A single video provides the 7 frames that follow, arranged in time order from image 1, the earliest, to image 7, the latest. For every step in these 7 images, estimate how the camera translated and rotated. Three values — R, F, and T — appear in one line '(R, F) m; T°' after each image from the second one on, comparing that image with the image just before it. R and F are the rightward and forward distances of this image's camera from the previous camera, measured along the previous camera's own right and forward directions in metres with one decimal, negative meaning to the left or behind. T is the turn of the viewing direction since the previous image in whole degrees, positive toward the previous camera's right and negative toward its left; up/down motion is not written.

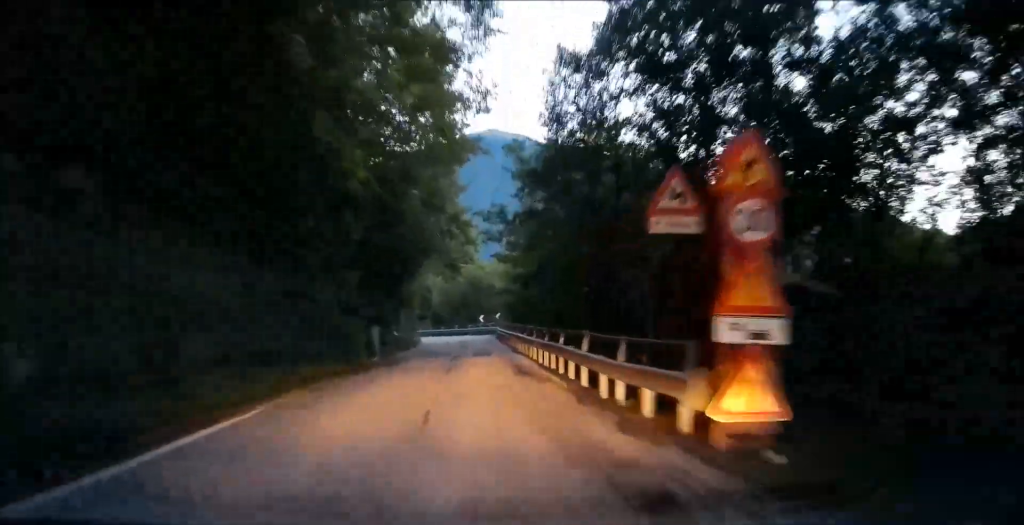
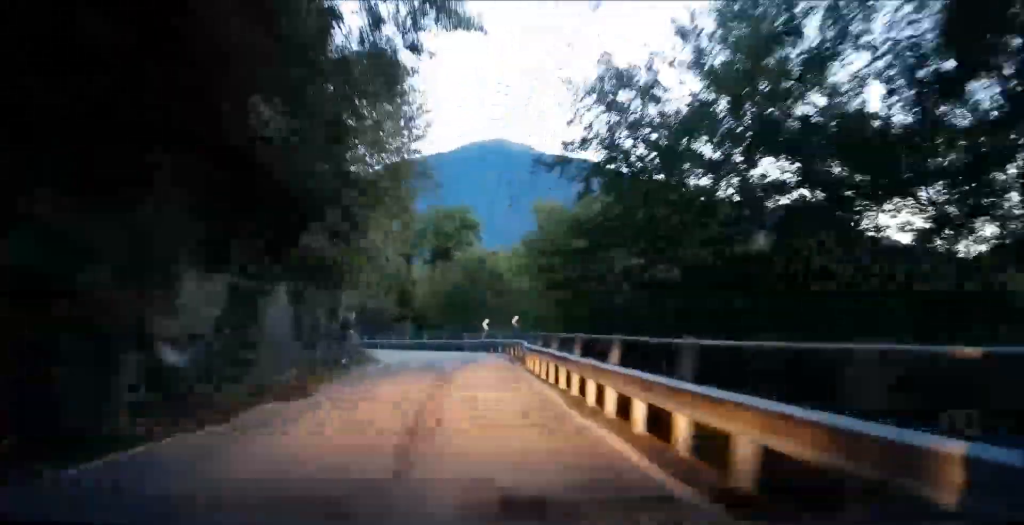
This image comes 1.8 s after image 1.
(+0.7, +21.9) m; +2°
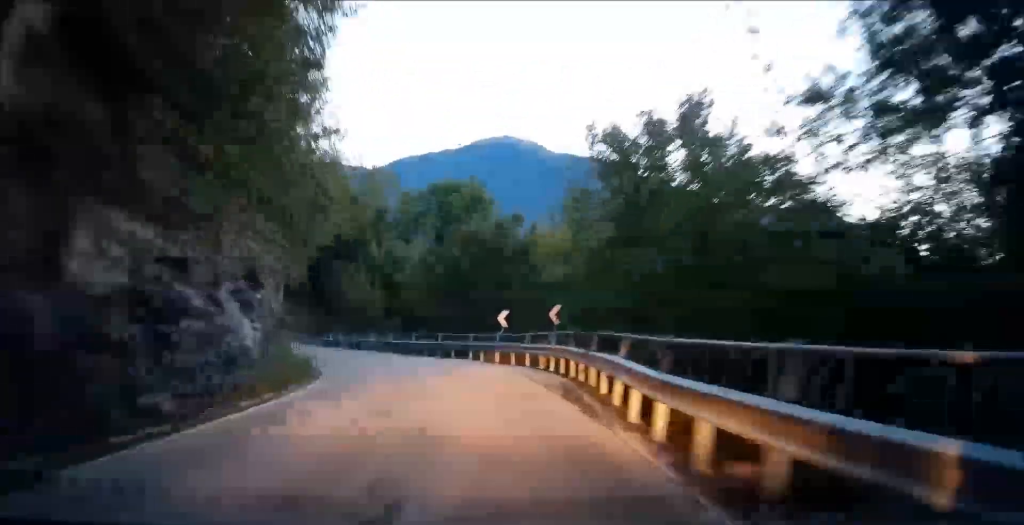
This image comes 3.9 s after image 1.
(-1.0, +23.5) m; -6°
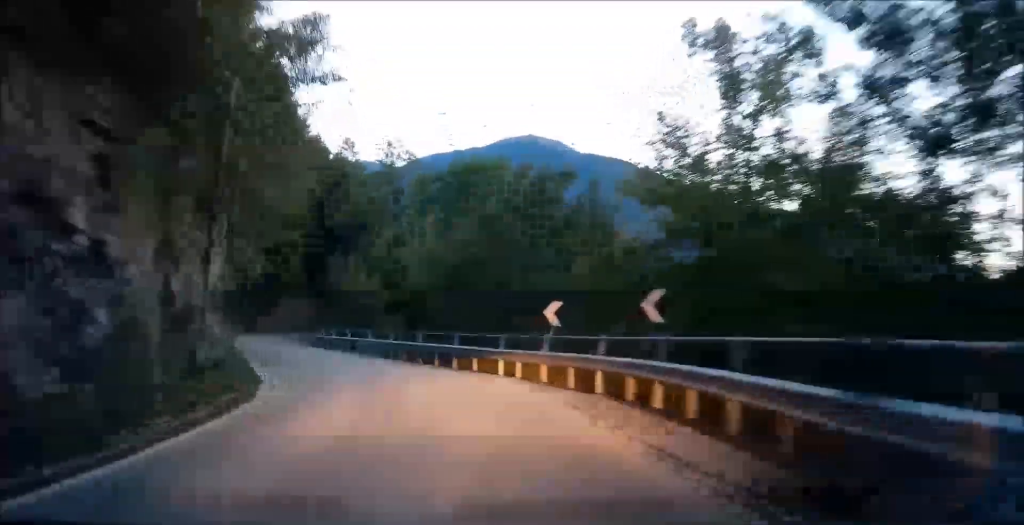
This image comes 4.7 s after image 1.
(-0.3, +8.5) m; -5°
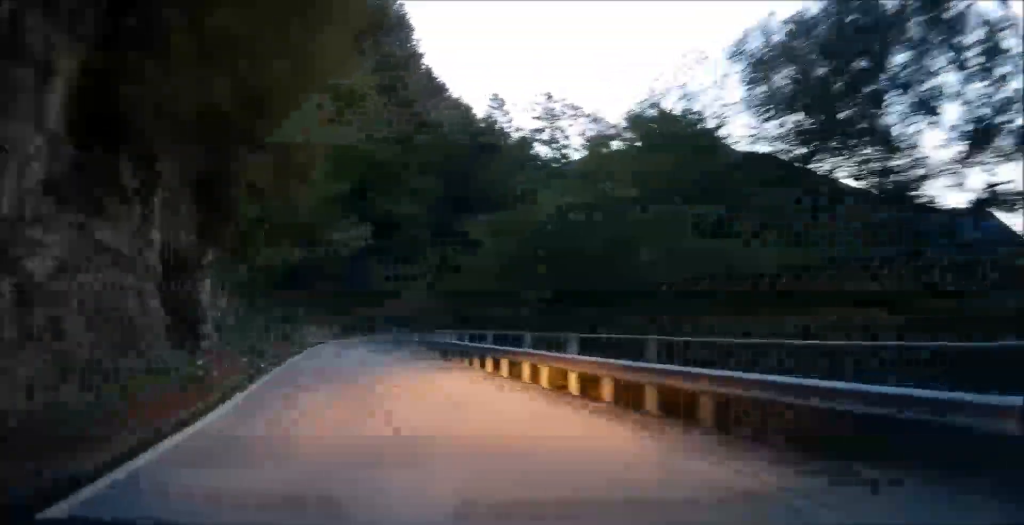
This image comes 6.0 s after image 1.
(-1.3, +13.3) m; -10°
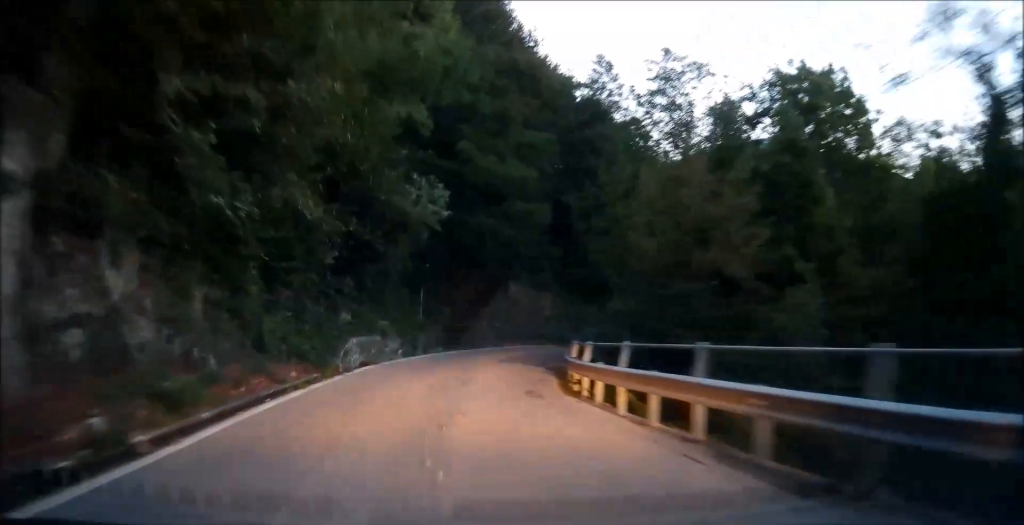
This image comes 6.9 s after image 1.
(-0.3, +9.6) m; -1°
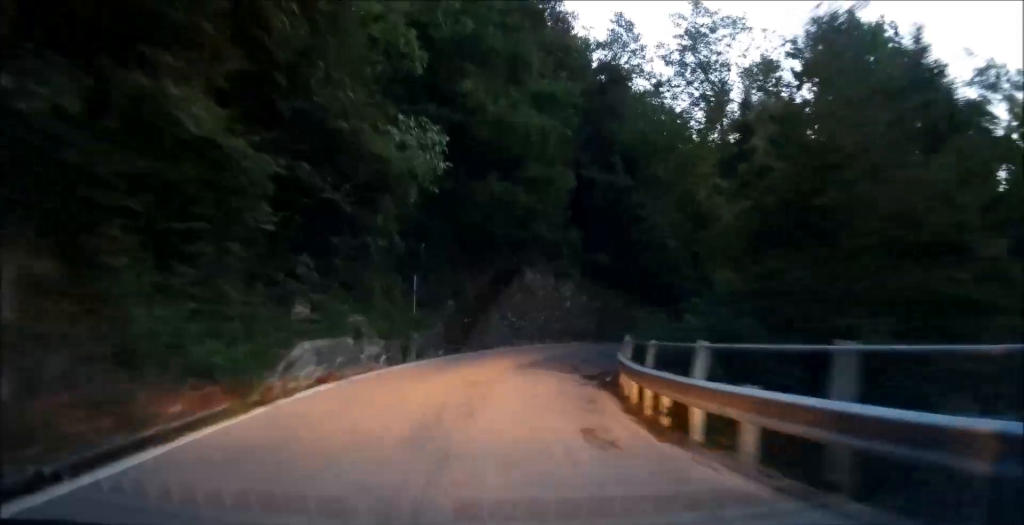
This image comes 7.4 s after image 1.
(0.0, +5.8) m; +1°
